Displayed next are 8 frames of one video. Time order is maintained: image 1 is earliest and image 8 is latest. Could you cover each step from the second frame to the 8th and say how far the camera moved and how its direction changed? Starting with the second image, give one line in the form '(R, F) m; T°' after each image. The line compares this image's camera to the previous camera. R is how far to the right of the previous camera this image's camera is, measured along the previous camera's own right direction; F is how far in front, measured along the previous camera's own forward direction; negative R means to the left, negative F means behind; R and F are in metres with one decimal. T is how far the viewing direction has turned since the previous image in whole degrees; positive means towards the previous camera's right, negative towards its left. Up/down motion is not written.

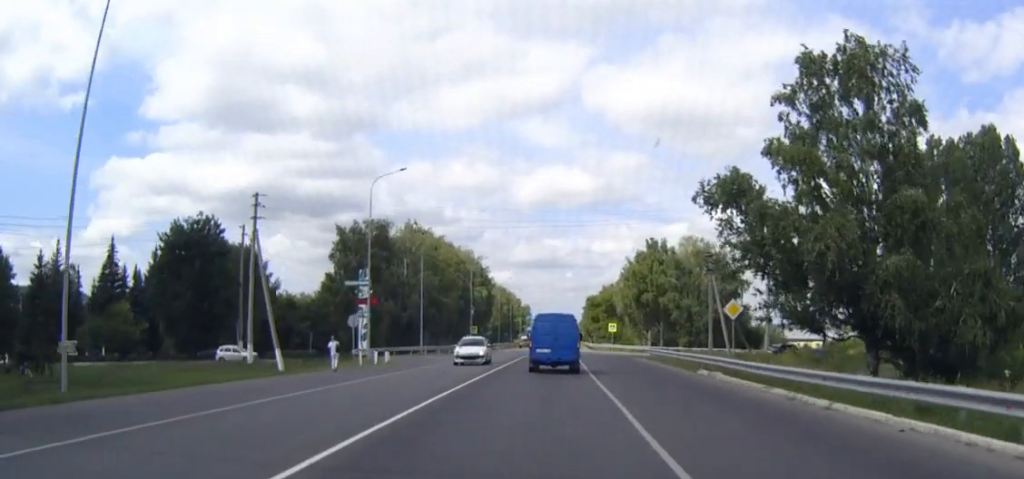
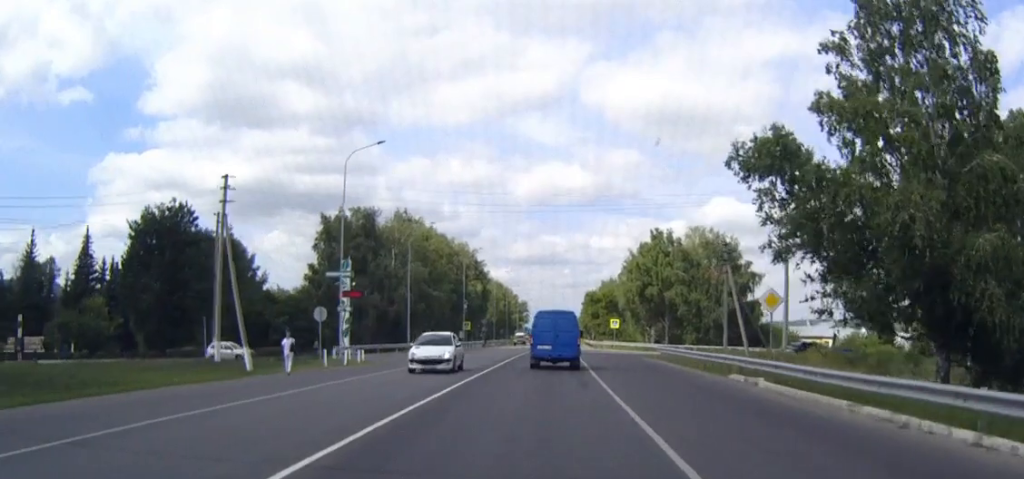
(0.0, +6.7) m; 0°
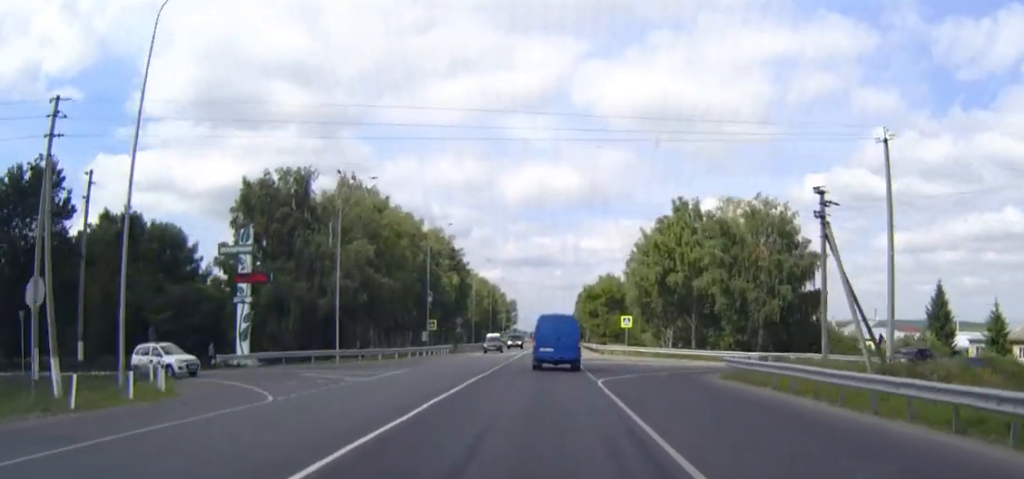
(+0.2, +24.4) m; +1°
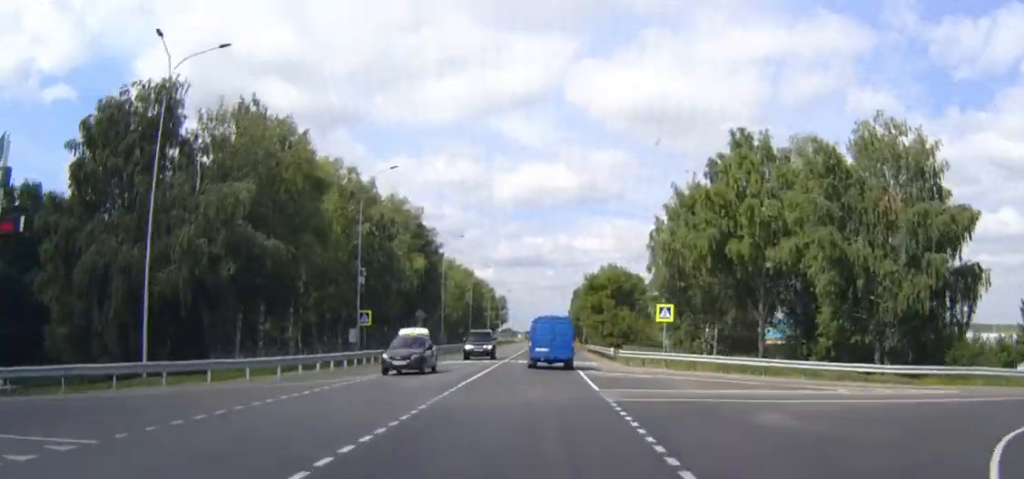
(+0.1, +27.0) m; 0°
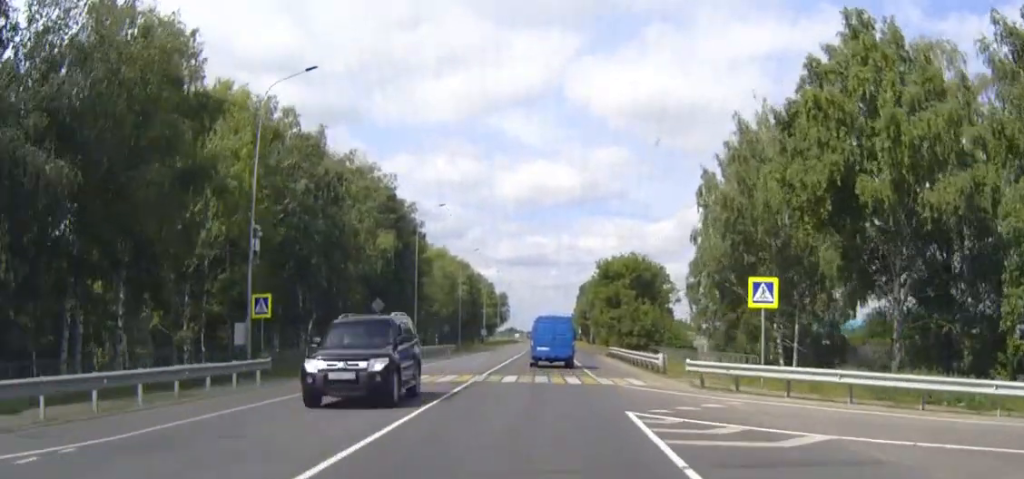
(0.0, +20.2) m; 0°
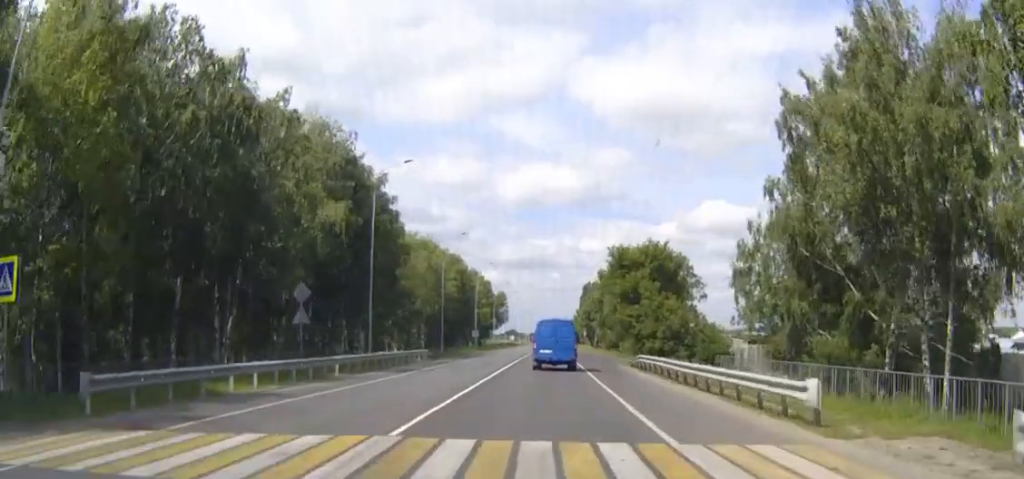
(0.0, +17.7) m; 0°
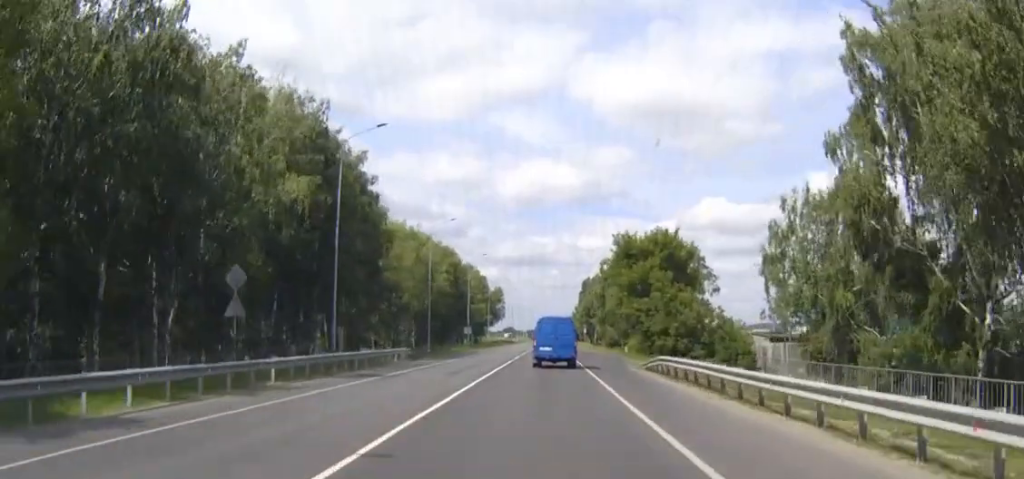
(0.0, +8.1) m; 0°
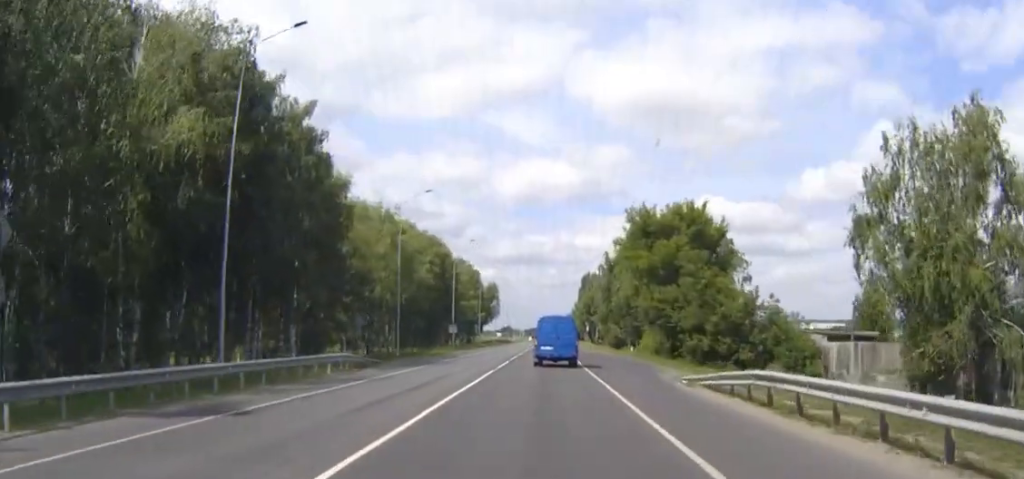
(0.0, +14.6) m; 0°
